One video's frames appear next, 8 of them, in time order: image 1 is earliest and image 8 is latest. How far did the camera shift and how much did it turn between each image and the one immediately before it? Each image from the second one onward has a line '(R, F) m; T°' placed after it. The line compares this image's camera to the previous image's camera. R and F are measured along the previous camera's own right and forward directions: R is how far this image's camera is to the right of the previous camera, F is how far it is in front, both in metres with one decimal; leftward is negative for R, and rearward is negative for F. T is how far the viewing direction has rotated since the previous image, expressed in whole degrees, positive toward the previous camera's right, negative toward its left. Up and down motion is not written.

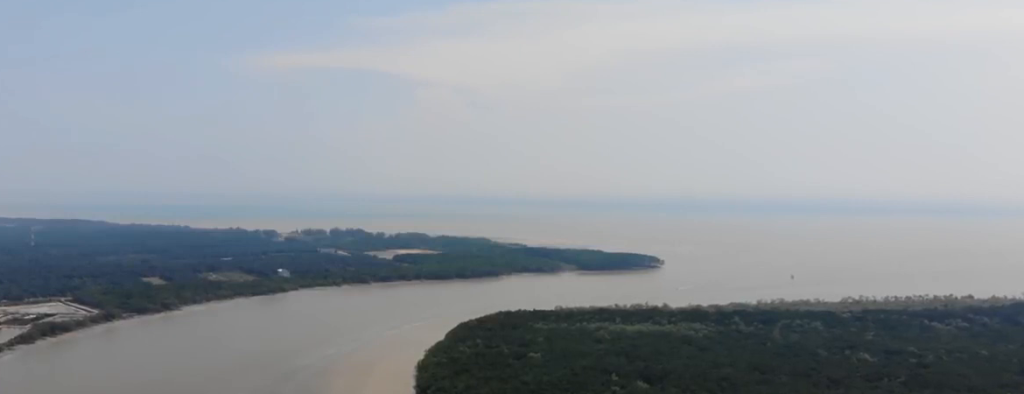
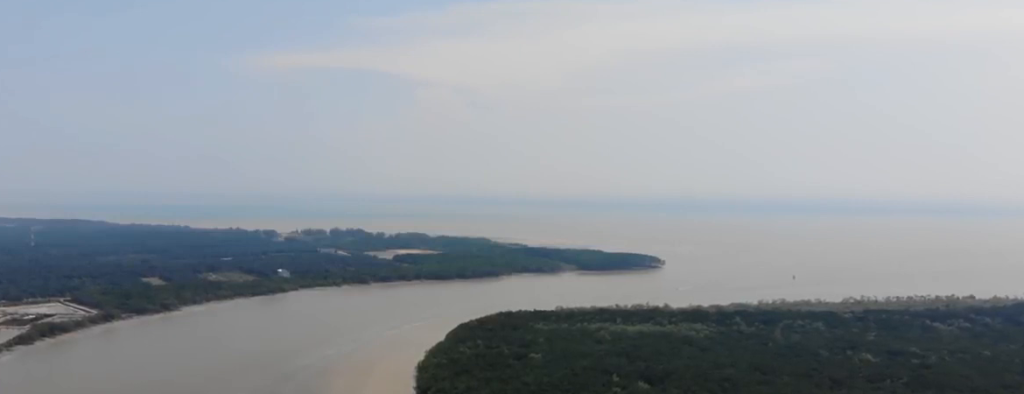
(0.0, +3.6) m; 0°
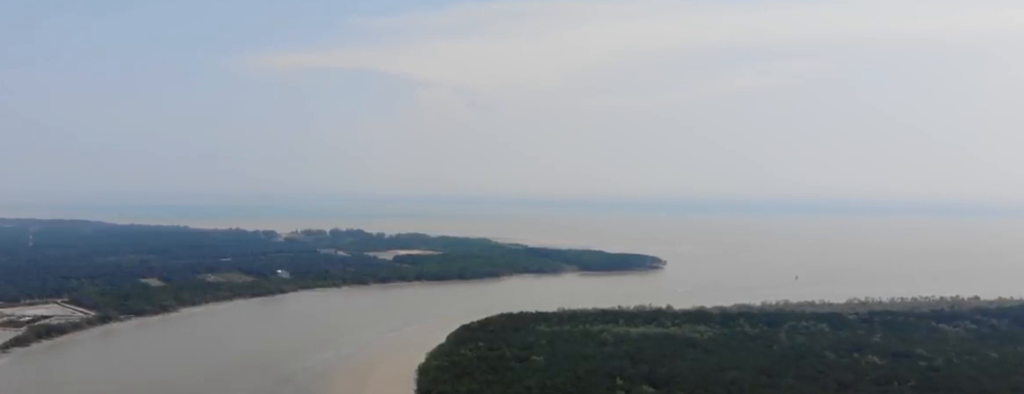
(+0.1, +9.9) m; +1°
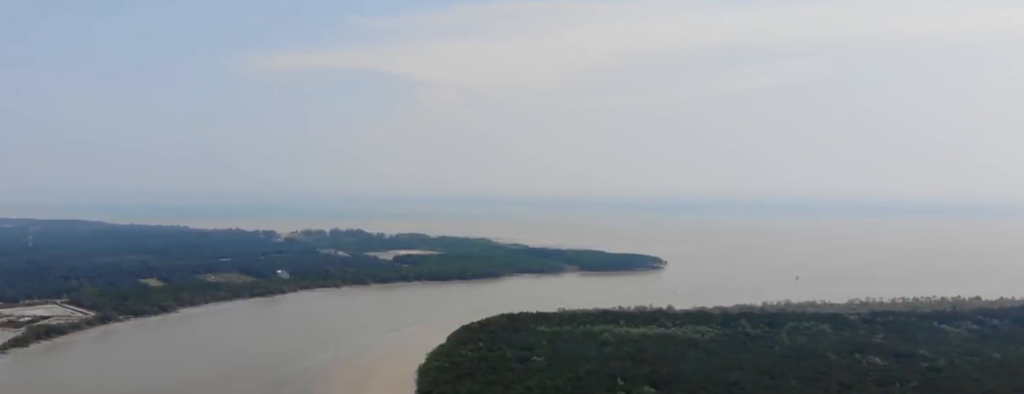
(0.0, +2.3) m; 0°
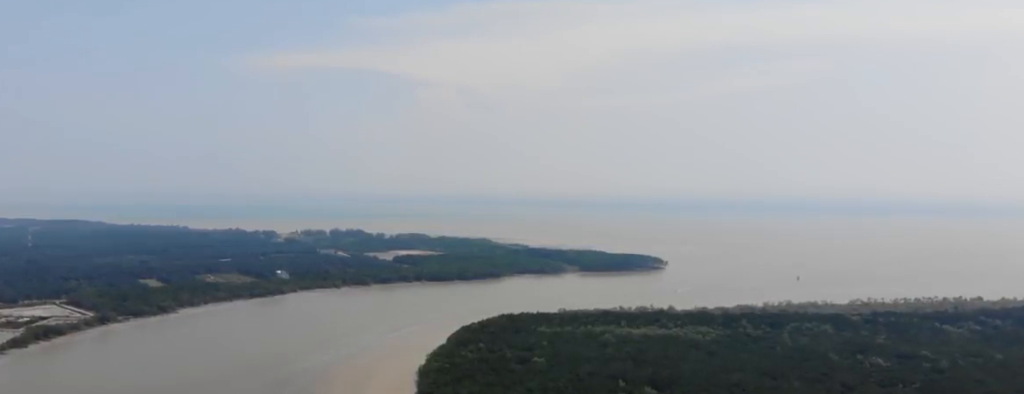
(0.0, +3.7) m; 0°
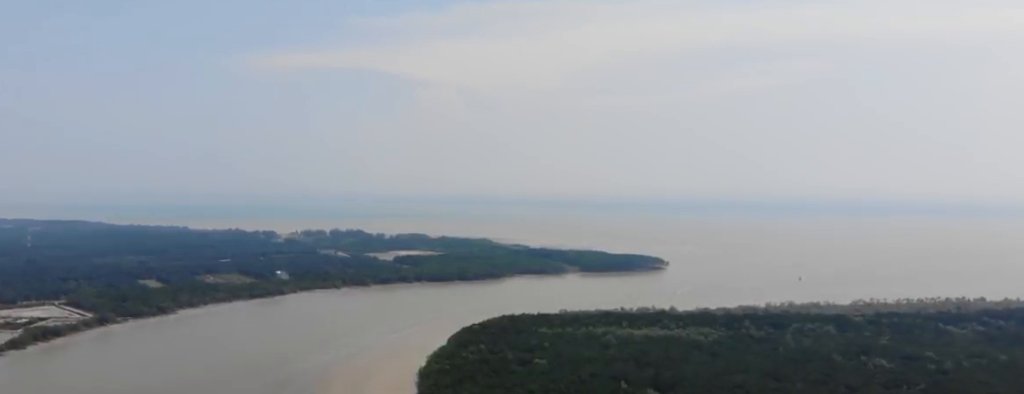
(0.0, +5.3) m; 0°
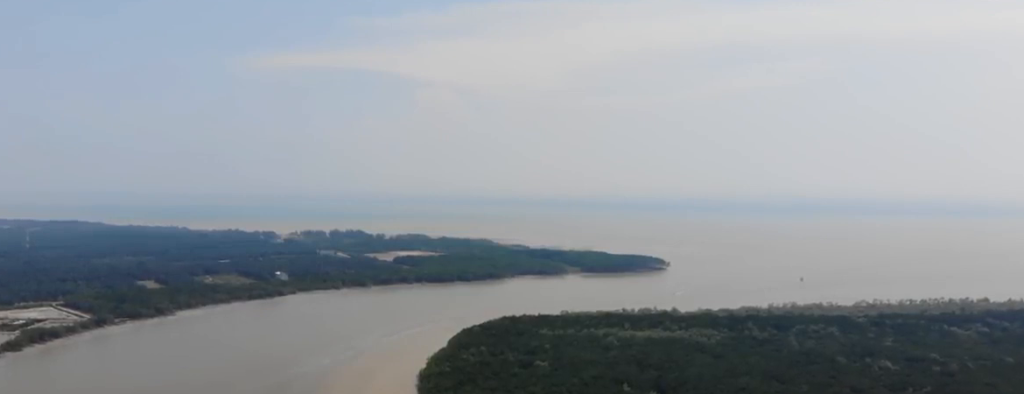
(0.0, +7.4) m; 0°
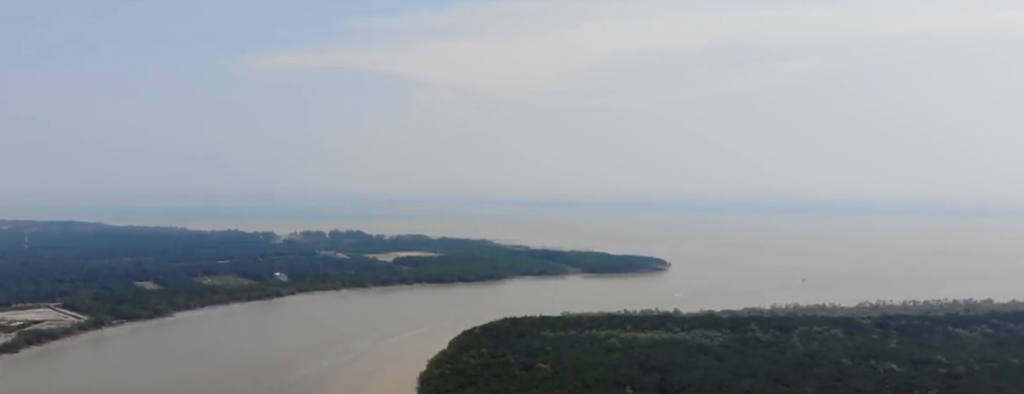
(0.0, +7.4) m; 0°
